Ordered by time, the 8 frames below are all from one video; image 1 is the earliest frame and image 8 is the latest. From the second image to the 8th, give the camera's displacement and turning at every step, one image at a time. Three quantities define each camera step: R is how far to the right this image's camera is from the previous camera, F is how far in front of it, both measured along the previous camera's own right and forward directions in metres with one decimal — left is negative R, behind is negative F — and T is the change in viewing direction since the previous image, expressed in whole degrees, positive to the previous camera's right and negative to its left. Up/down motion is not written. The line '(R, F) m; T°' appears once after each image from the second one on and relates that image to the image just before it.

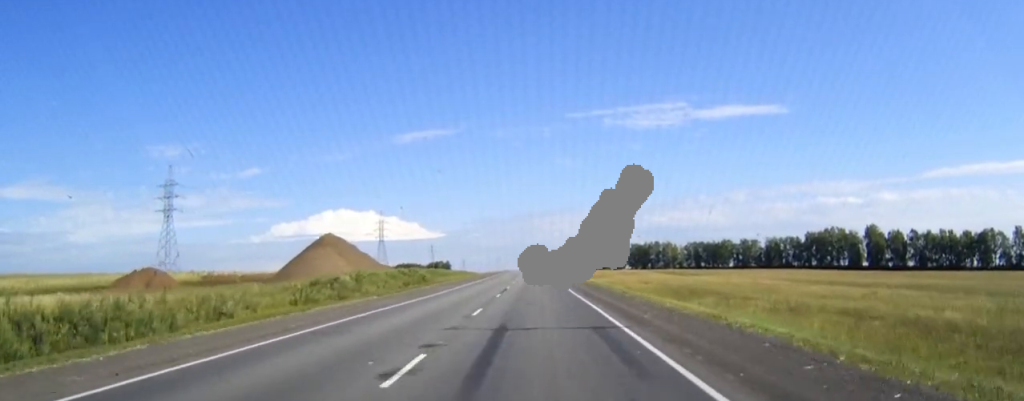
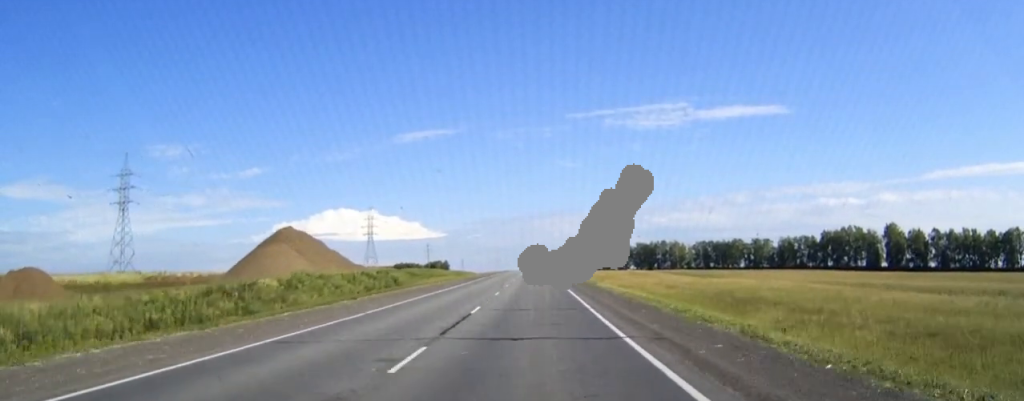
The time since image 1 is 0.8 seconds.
(0.0, +22.7) m; 0°
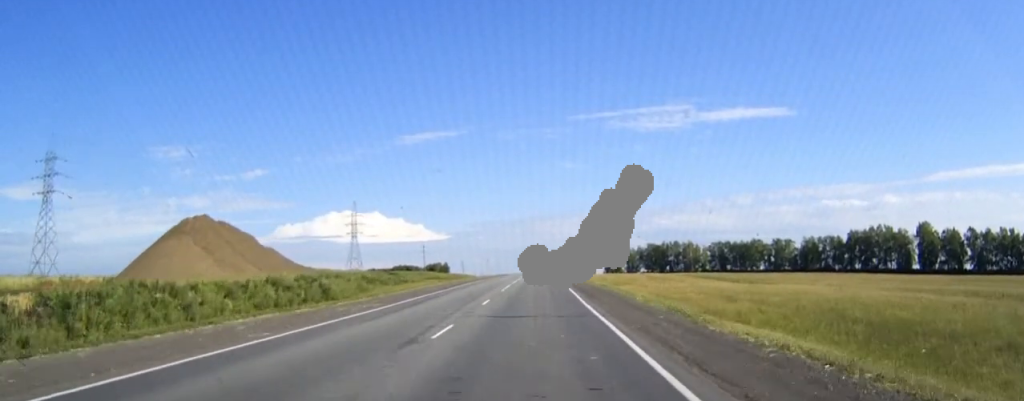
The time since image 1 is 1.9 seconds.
(-0.1, +31.7) m; 0°
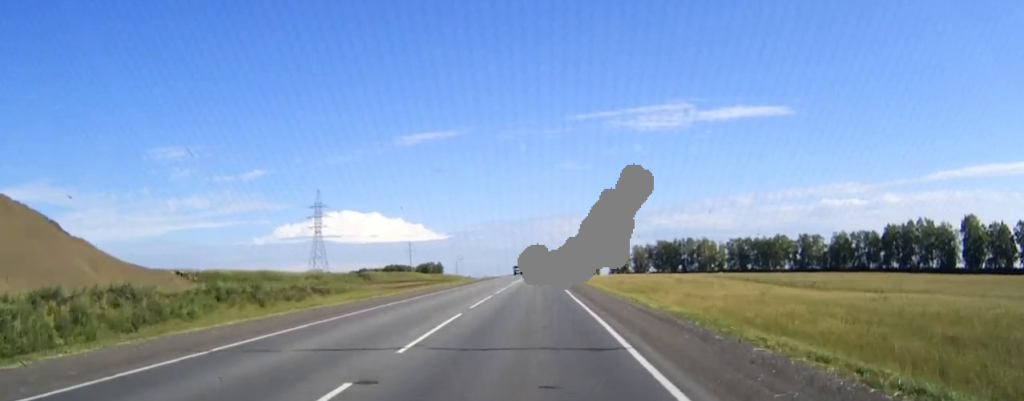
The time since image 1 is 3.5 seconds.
(0.0, +42.6) m; 0°
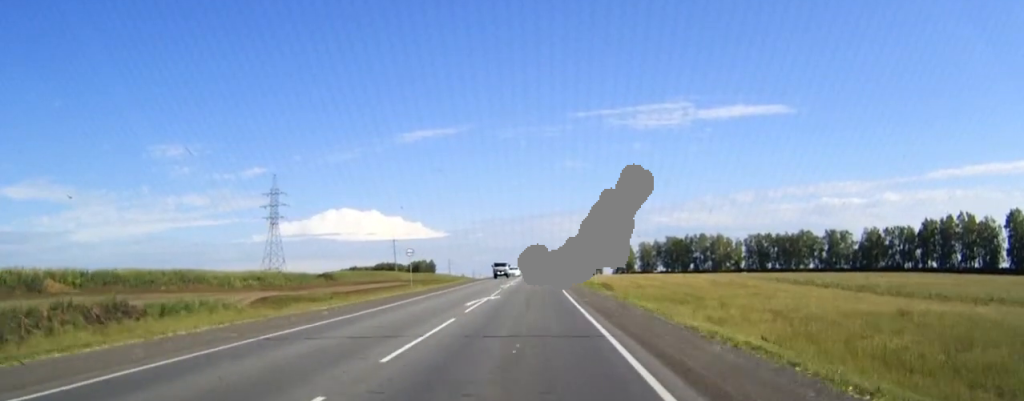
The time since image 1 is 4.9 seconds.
(0.0, +36.8) m; 0°
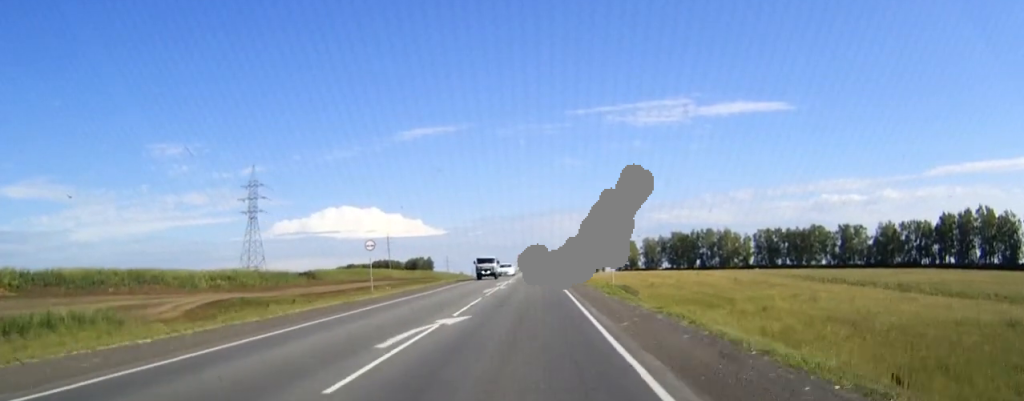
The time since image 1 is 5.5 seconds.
(0.0, +14.6) m; 0°
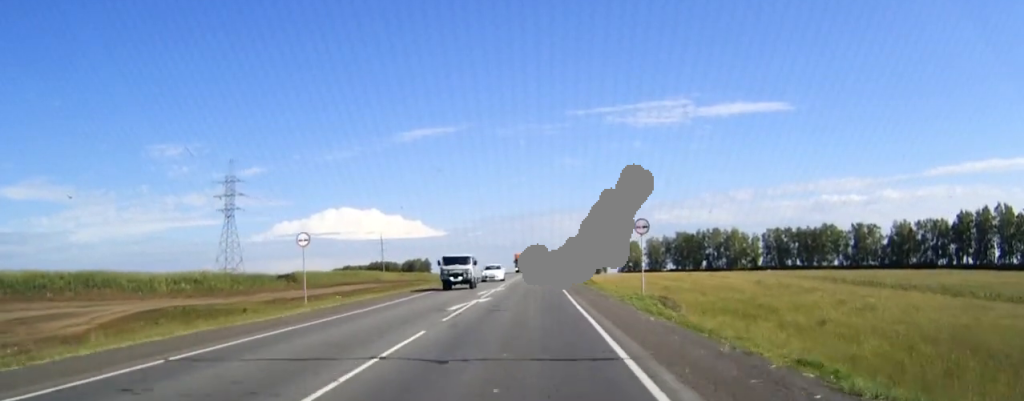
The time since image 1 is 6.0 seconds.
(0.0, +13.7) m; 0°
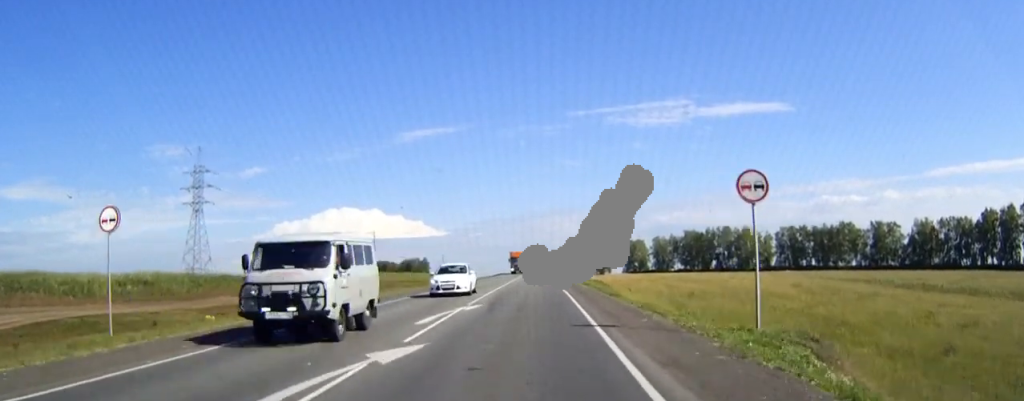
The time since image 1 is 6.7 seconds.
(0.0, +17.0) m; 0°
